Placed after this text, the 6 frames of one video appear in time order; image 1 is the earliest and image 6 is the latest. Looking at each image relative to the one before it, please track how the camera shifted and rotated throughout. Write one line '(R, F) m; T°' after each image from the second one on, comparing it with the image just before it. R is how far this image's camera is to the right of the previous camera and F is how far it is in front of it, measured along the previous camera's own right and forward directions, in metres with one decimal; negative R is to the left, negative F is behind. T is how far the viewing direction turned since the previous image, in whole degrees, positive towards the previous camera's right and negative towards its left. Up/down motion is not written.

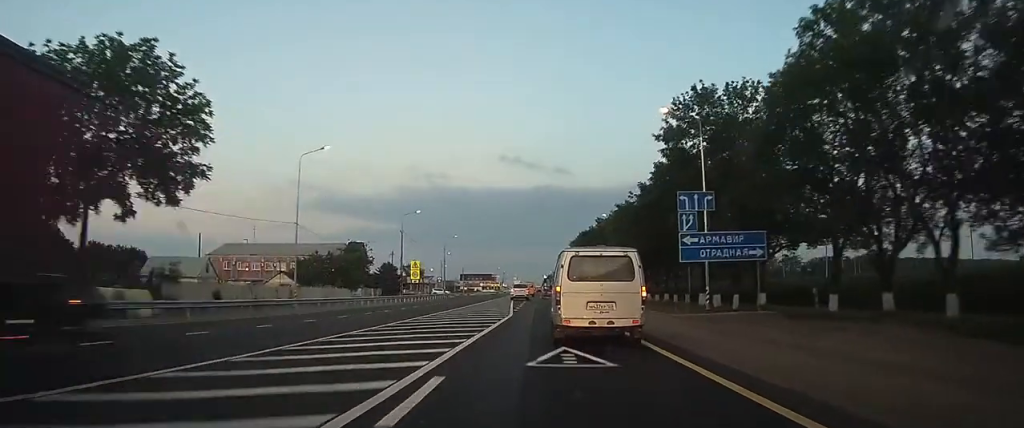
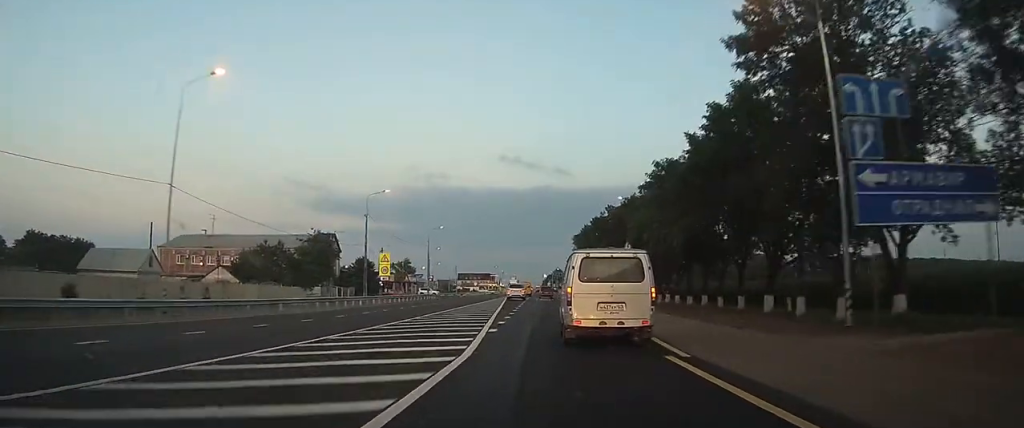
(0.0, +16.1) m; 0°
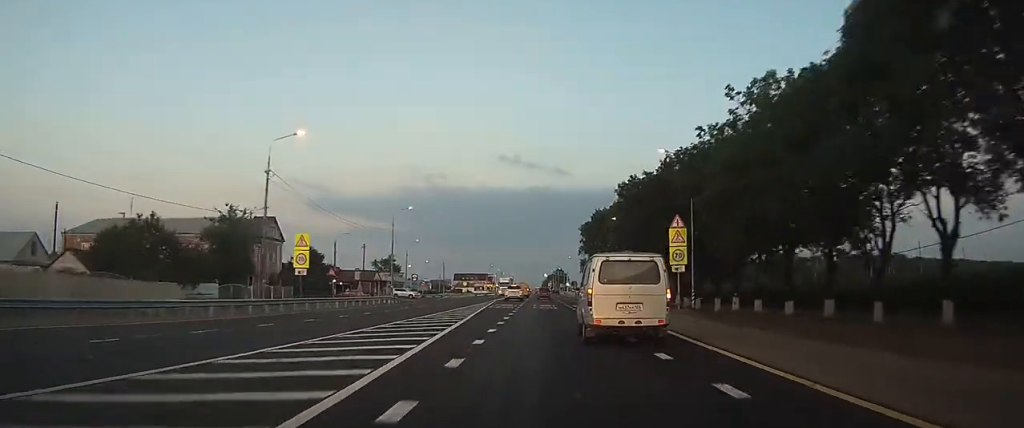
(+0.1, +23.6) m; 0°
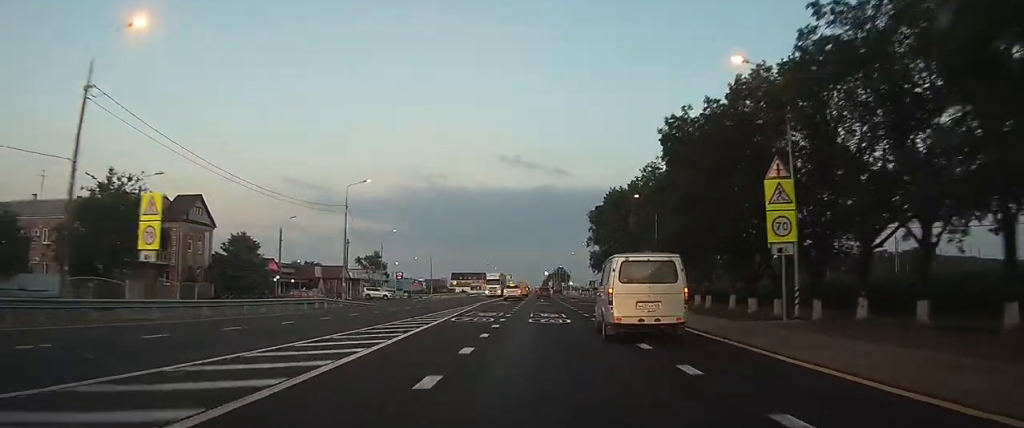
(0.0, +18.2) m; 0°
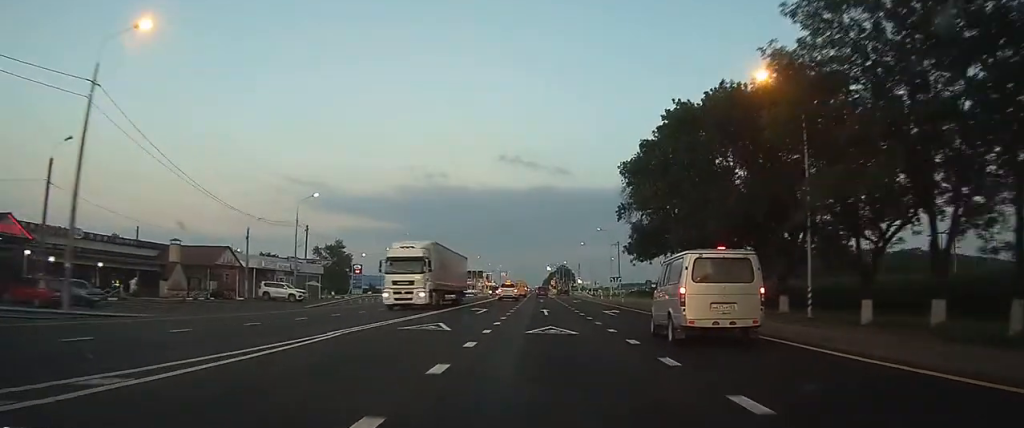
(-0.1, +34.7) m; 0°
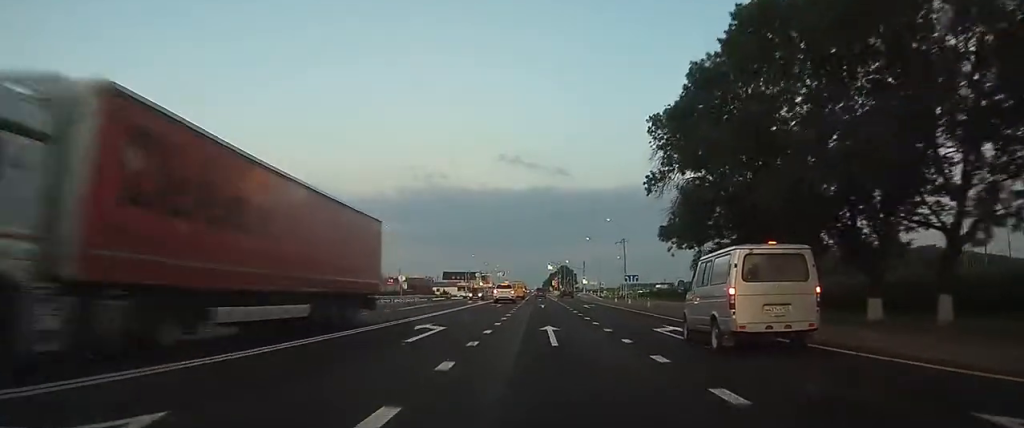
(0.0, +15.3) m; 0°
